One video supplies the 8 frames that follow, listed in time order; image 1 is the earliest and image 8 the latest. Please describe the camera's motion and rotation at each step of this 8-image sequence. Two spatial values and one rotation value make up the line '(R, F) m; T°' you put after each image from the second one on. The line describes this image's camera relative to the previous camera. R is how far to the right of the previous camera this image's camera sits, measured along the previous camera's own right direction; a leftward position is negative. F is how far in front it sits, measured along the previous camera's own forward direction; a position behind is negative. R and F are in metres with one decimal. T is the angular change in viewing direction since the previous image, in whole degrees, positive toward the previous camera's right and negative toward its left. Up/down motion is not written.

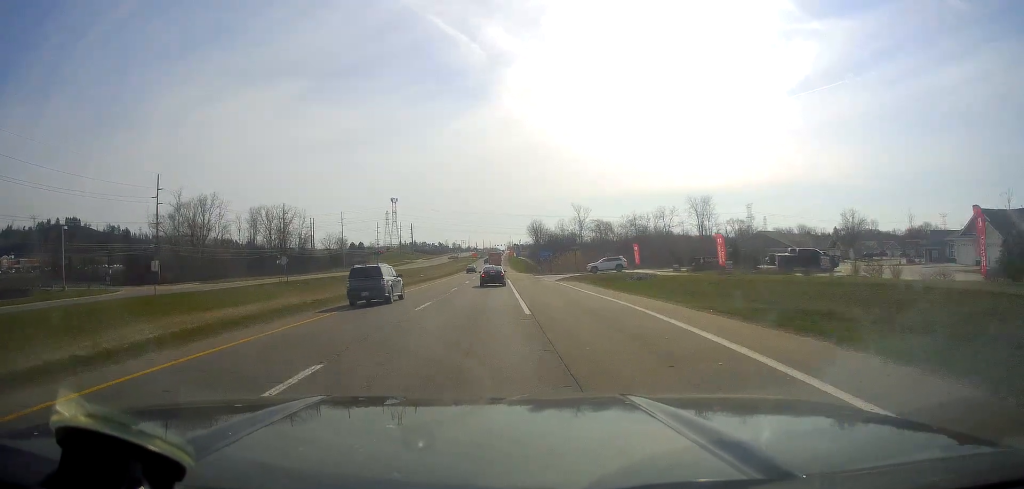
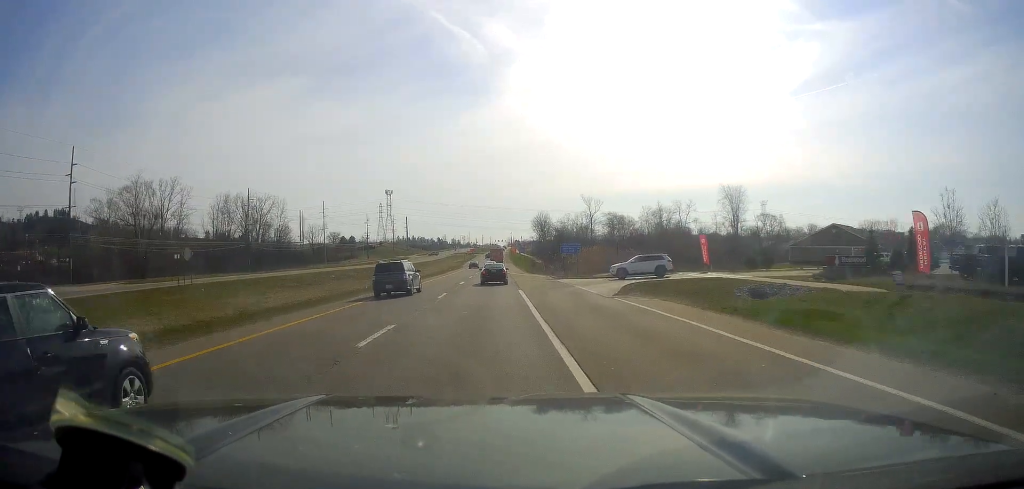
(+0.2, +25.0) m; 0°
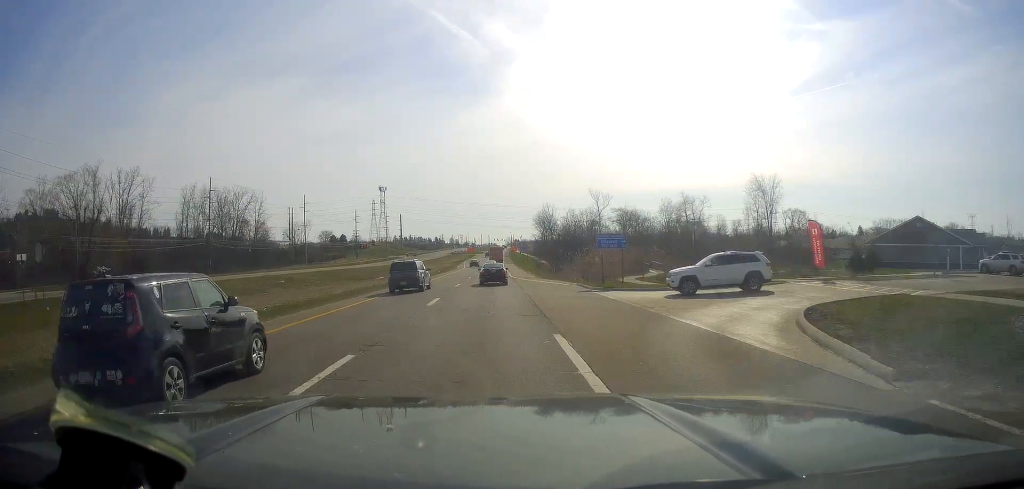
(-0.2, +19.6) m; -1°
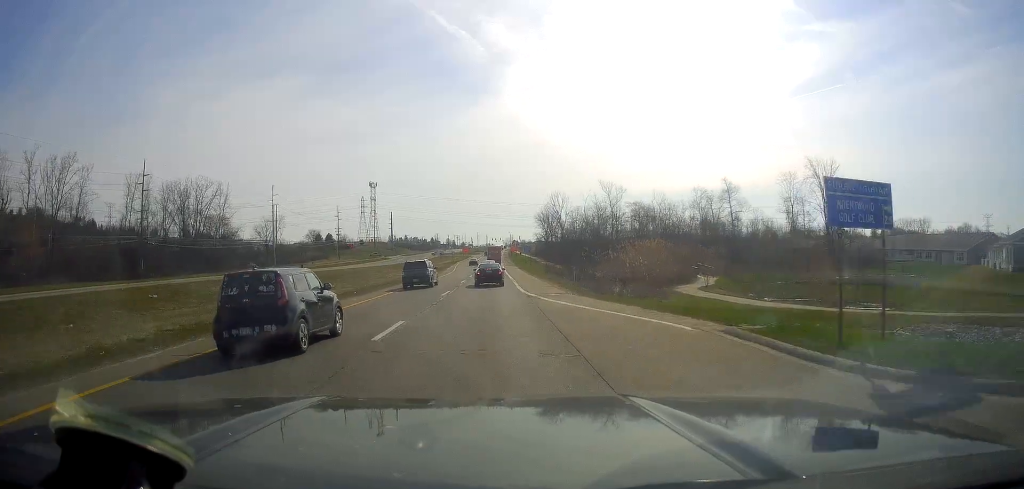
(0.0, +25.0) m; 0°
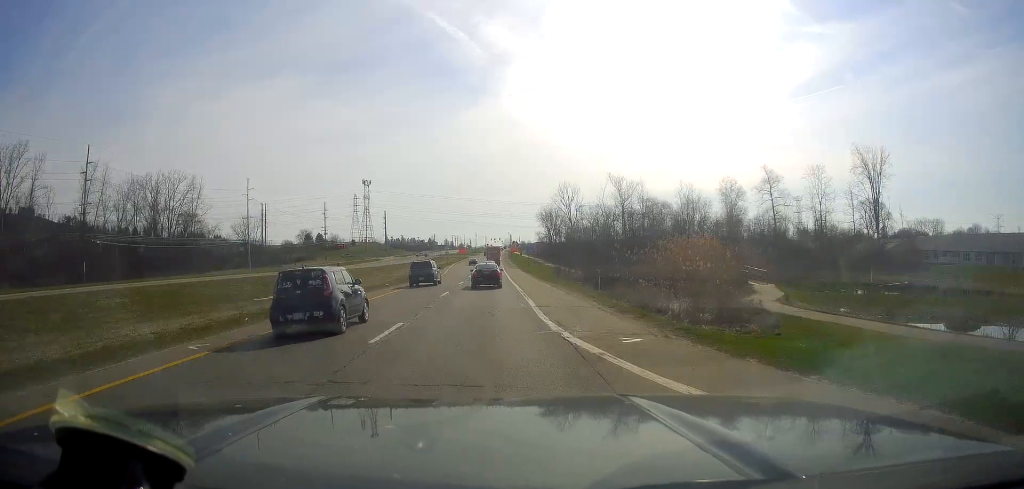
(0.0, +15.9) m; +1°
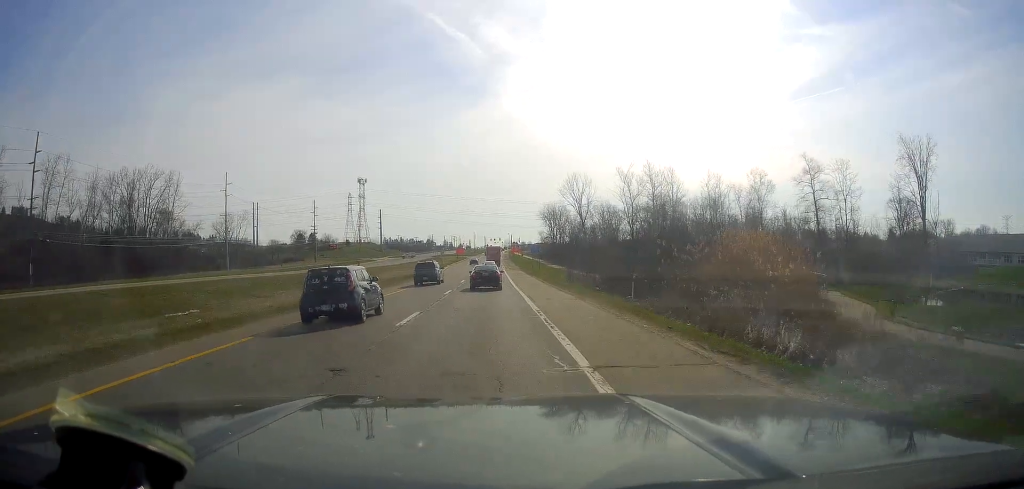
(+0.1, +12.0) m; 0°
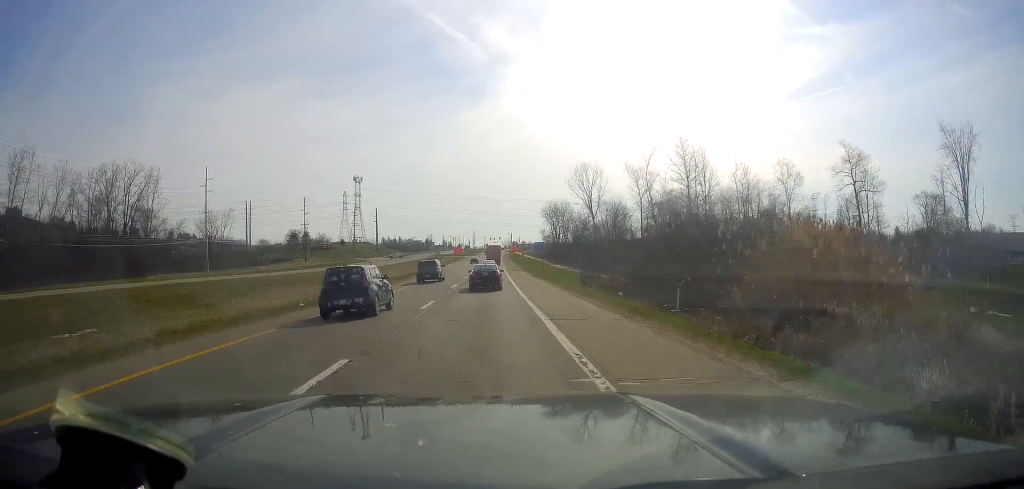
(+0.3, +9.5) m; 0°
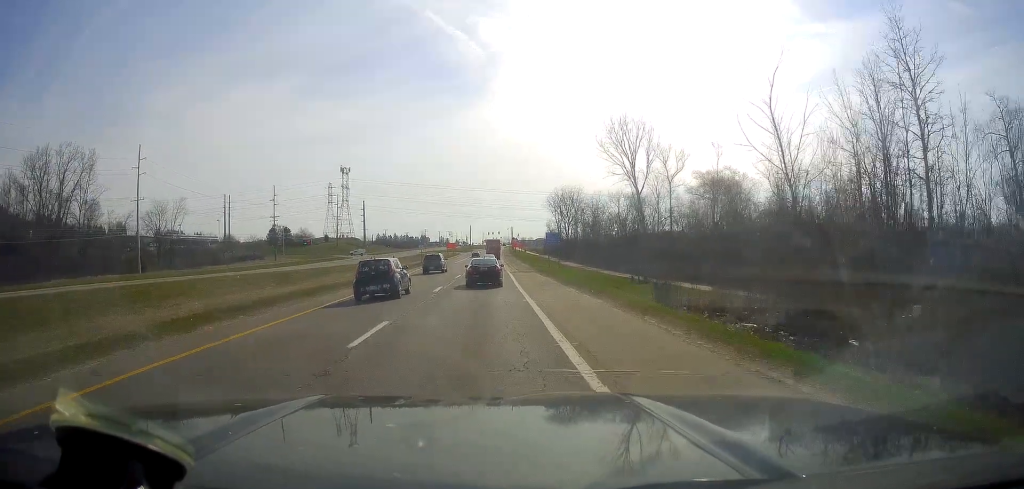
(-0.6, +25.0) m; -2°
